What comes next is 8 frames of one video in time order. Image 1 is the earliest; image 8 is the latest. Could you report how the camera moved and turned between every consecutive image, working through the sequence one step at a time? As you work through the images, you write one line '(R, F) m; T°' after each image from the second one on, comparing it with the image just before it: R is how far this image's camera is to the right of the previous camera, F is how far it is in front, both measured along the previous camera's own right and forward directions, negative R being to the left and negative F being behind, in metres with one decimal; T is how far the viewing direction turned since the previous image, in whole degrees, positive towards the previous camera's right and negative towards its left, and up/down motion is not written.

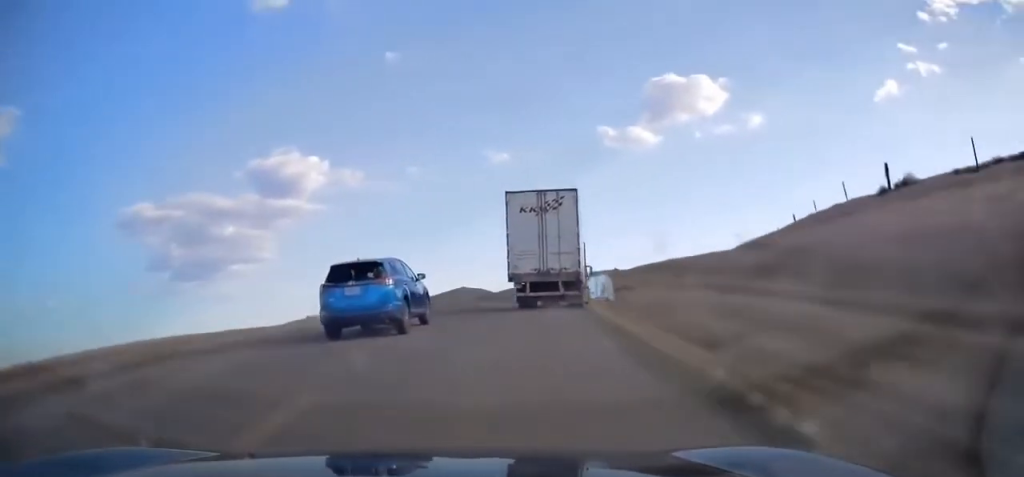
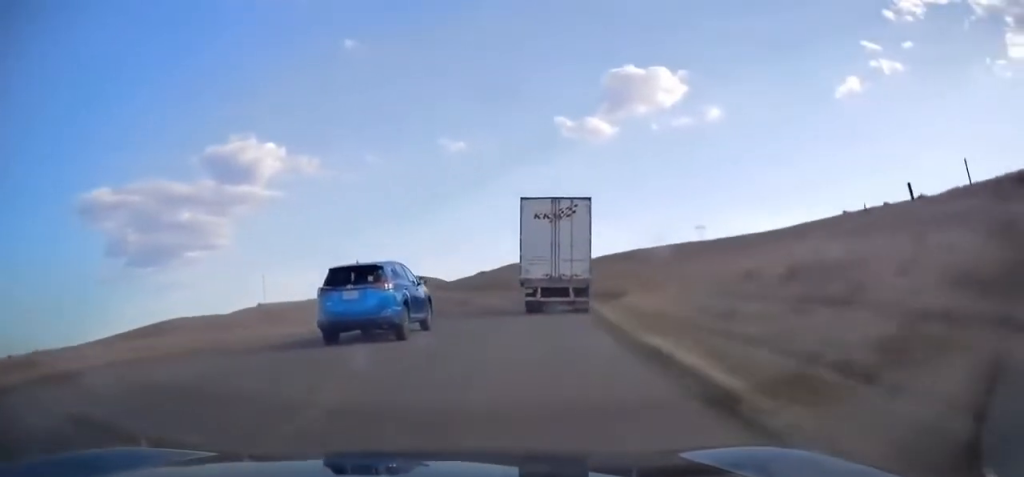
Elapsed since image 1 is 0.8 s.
(+0.8, +13.7) m; +4°
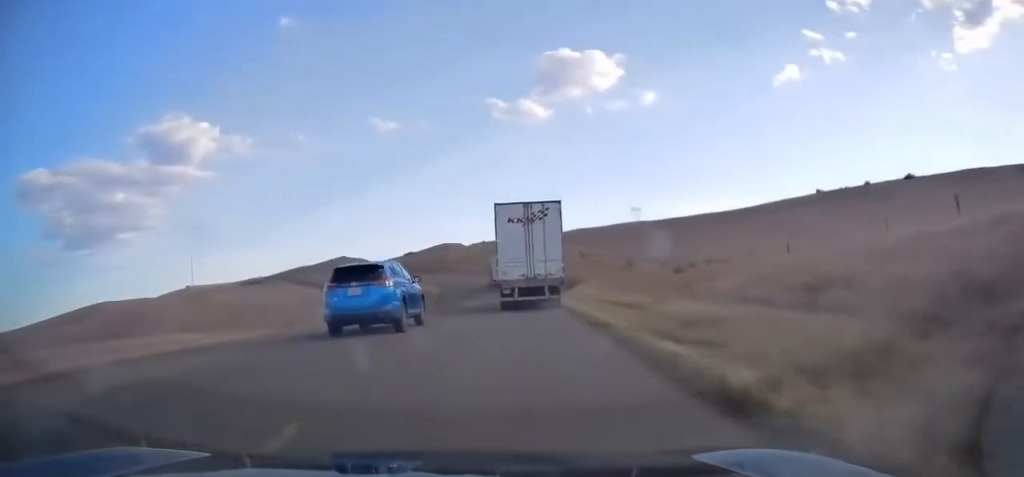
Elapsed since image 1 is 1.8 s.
(+0.7, +17.5) m; +5°
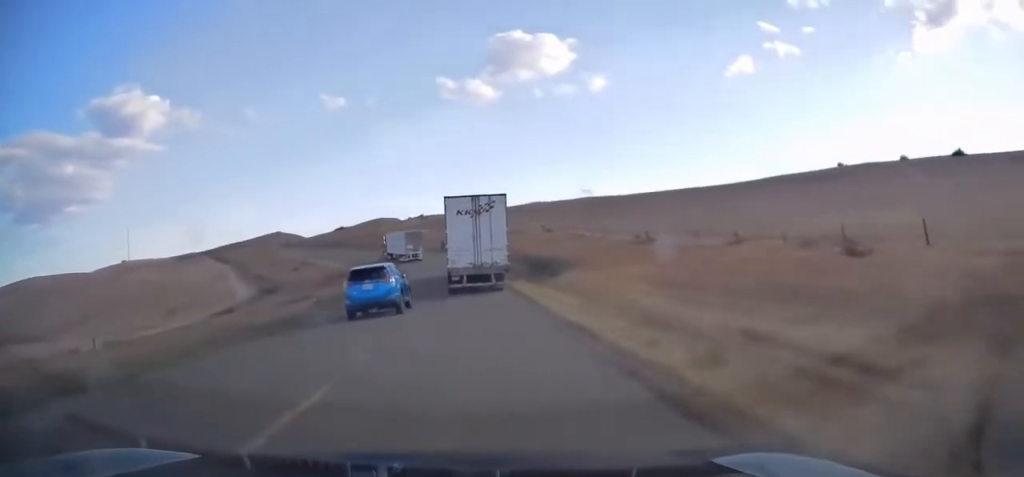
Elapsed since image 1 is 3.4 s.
(+2.1, +27.9) m; +7°
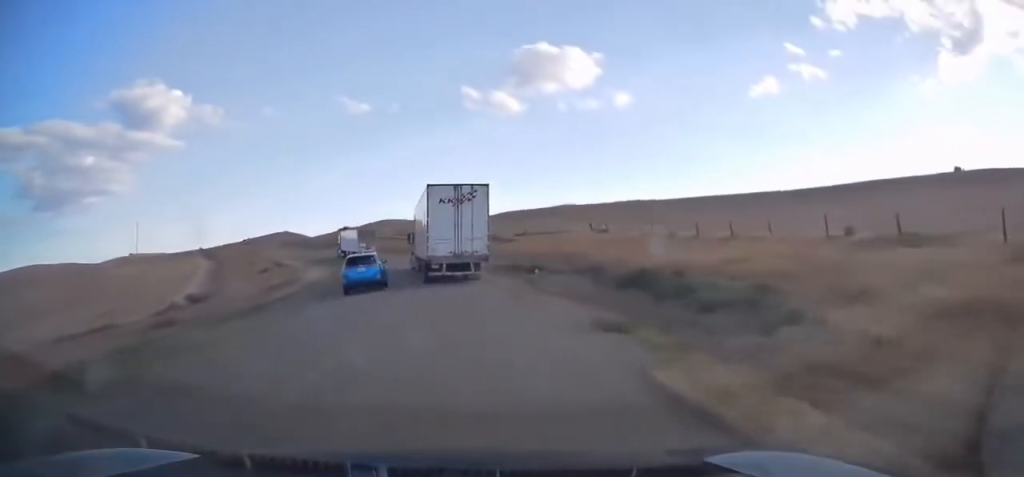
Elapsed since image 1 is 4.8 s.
(-0.1, +26.0) m; -2°
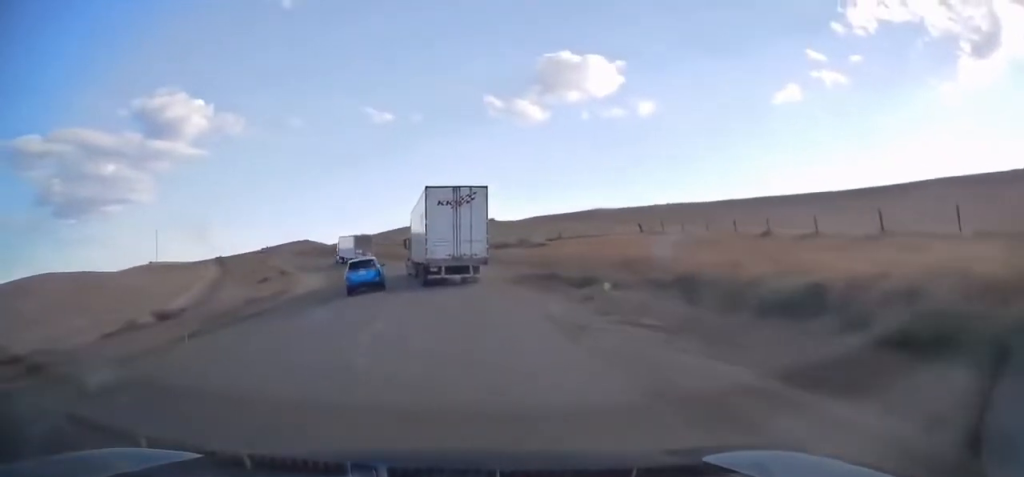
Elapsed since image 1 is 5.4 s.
(0.0, +10.4) m; -2°
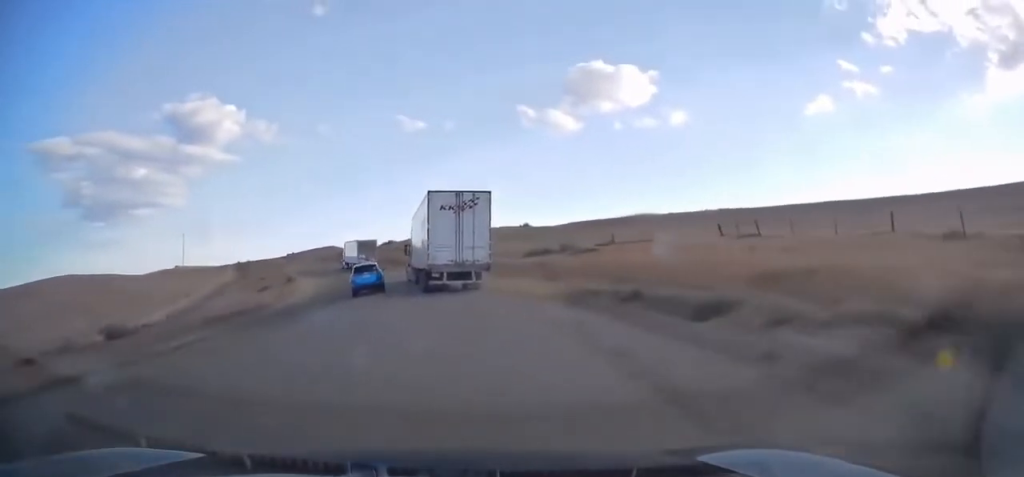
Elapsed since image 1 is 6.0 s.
(-0.3, +11.1) m; -4°
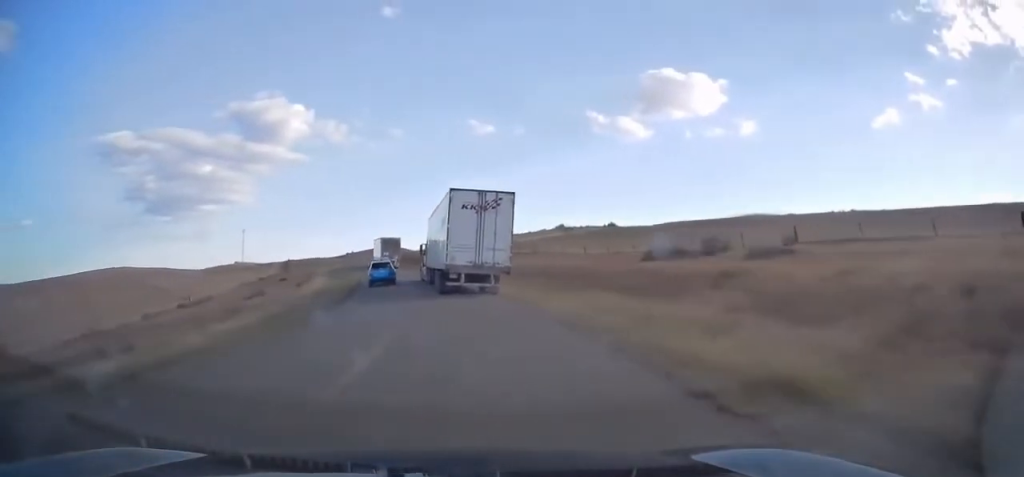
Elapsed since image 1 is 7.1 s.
(-1.5, +21.0) m; -6°
